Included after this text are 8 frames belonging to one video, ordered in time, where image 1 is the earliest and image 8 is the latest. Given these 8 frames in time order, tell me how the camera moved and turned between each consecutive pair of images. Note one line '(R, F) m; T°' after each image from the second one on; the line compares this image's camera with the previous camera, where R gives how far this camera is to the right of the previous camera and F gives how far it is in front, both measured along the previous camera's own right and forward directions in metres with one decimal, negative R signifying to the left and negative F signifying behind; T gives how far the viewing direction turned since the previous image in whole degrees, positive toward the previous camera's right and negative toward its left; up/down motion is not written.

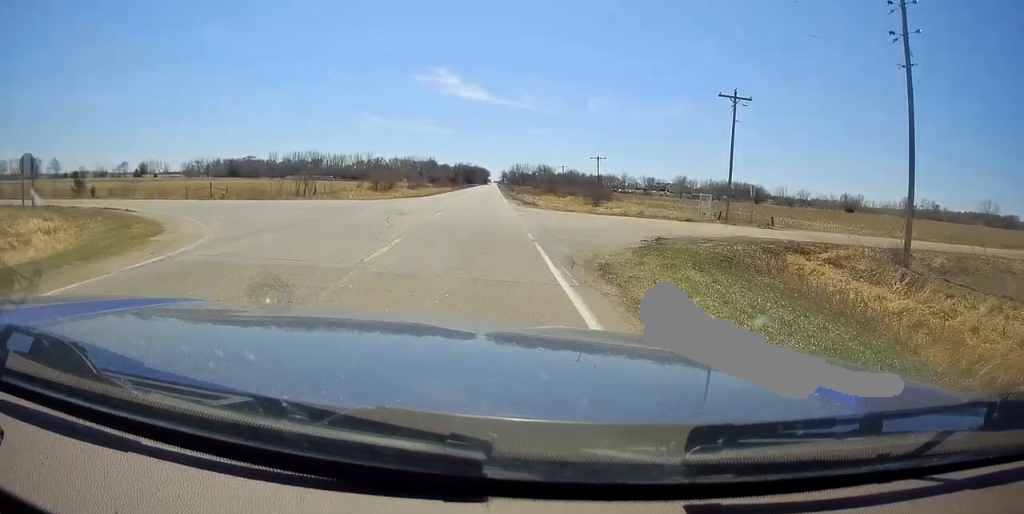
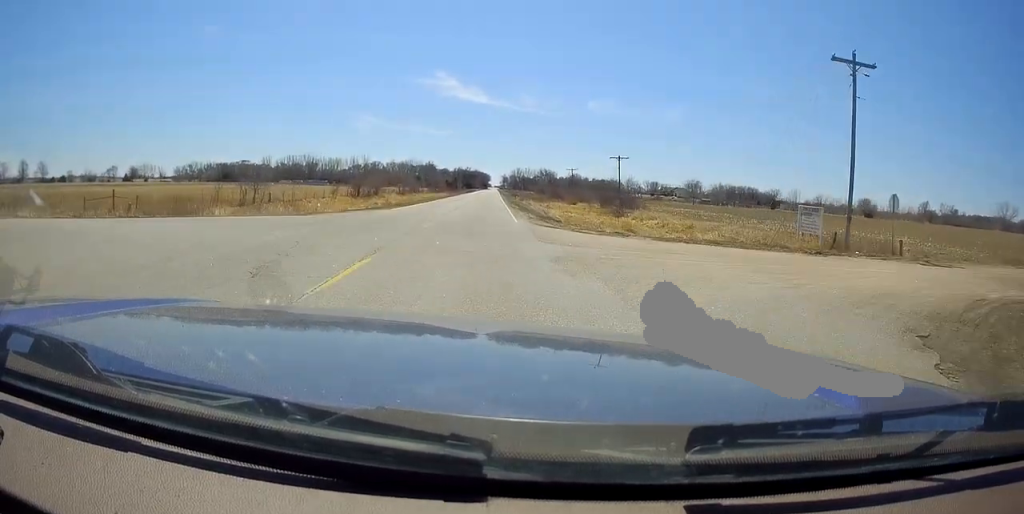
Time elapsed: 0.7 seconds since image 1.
(+0.1, +15.1) m; -2°
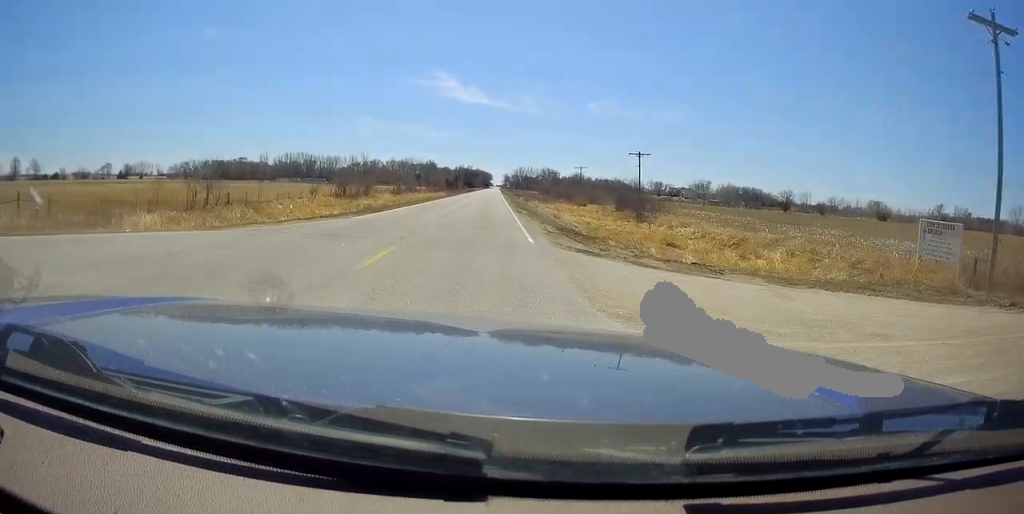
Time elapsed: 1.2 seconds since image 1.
(-0.3, +9.8) m; 0°
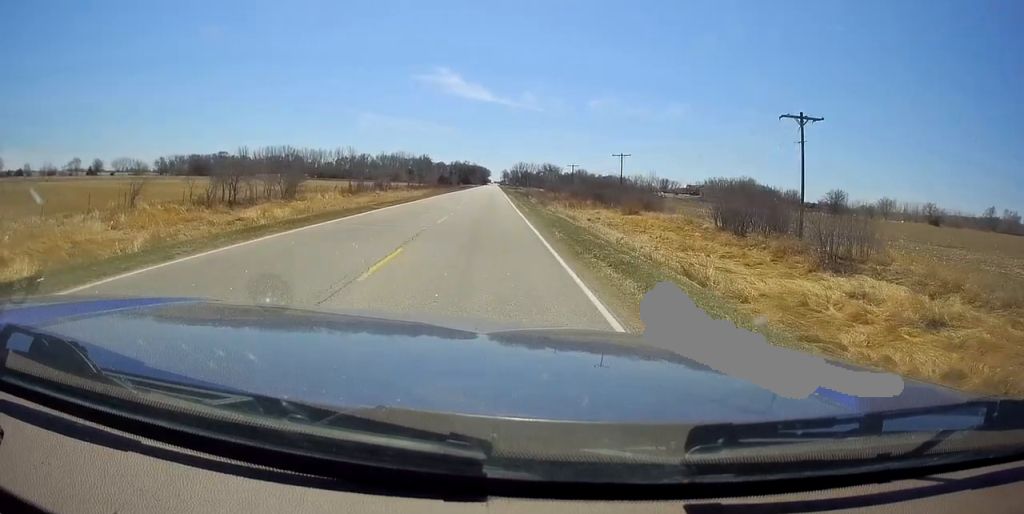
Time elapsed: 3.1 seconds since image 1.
(+0.5, +36.9) m; +2°
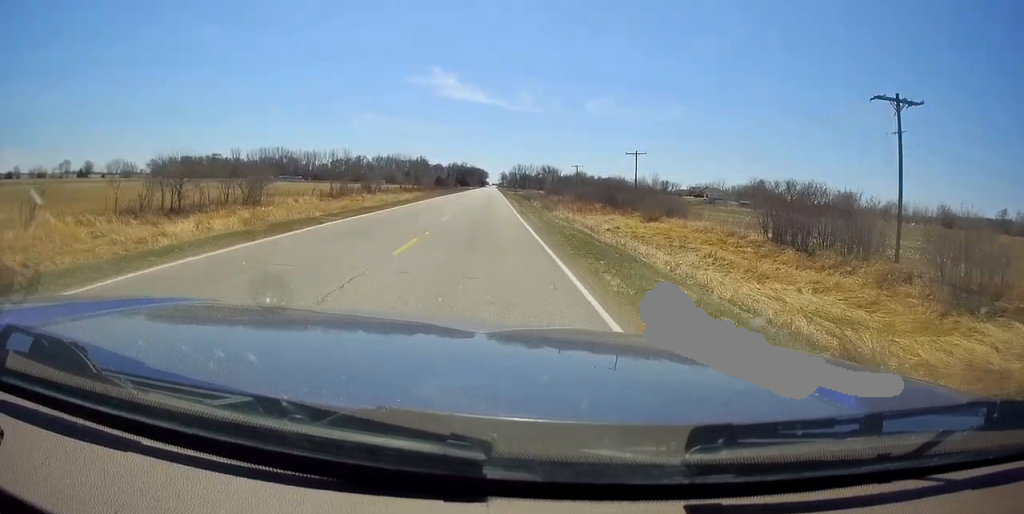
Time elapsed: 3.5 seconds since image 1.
(0.0, +8.9) m; 0°
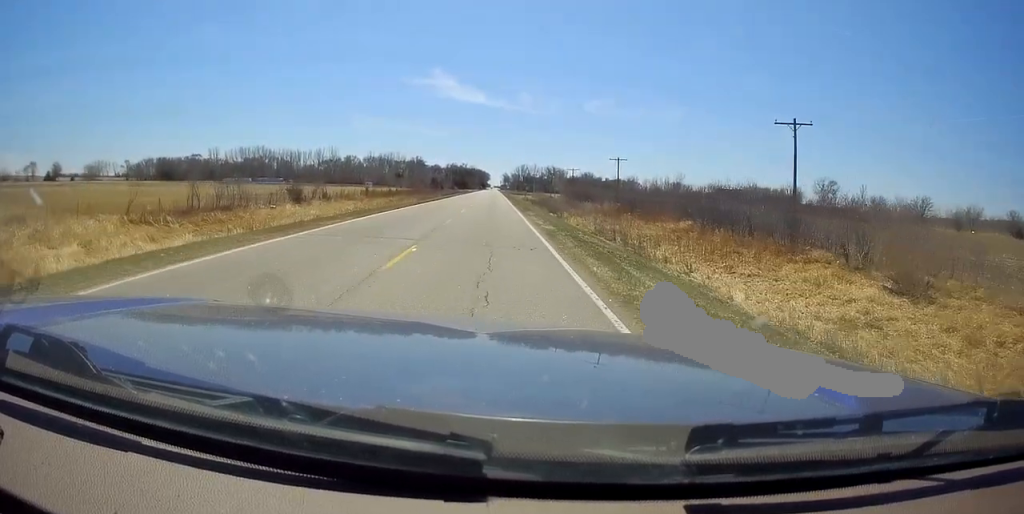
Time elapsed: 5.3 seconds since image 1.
(0.0, +36.7) m; 0°
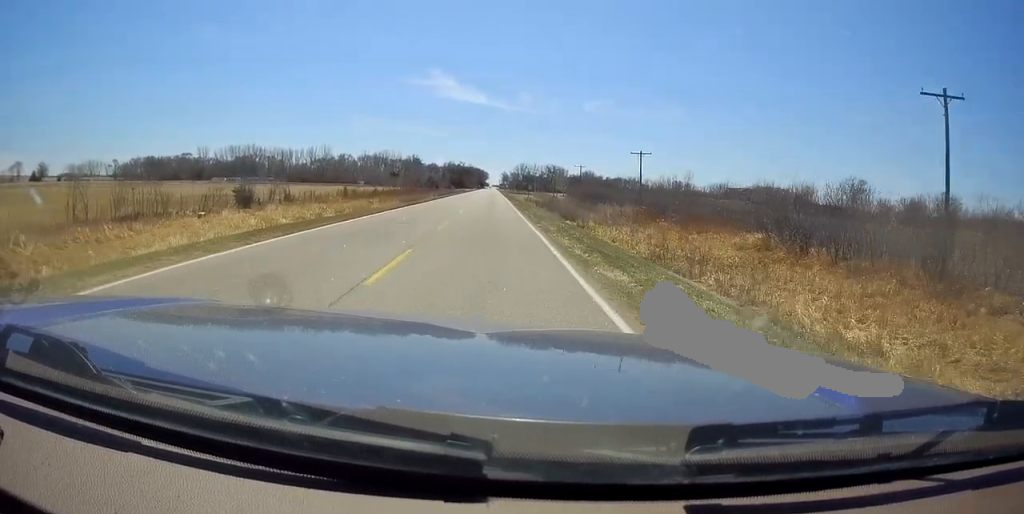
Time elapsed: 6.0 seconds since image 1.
(0.0, +13.0) m; 0°
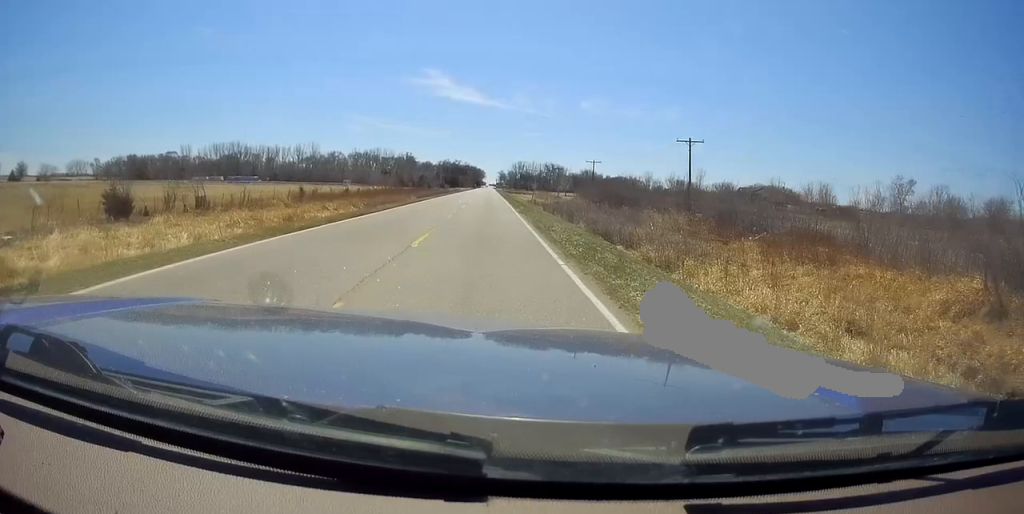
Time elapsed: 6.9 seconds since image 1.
(0.0, +18.0) m; 0°
